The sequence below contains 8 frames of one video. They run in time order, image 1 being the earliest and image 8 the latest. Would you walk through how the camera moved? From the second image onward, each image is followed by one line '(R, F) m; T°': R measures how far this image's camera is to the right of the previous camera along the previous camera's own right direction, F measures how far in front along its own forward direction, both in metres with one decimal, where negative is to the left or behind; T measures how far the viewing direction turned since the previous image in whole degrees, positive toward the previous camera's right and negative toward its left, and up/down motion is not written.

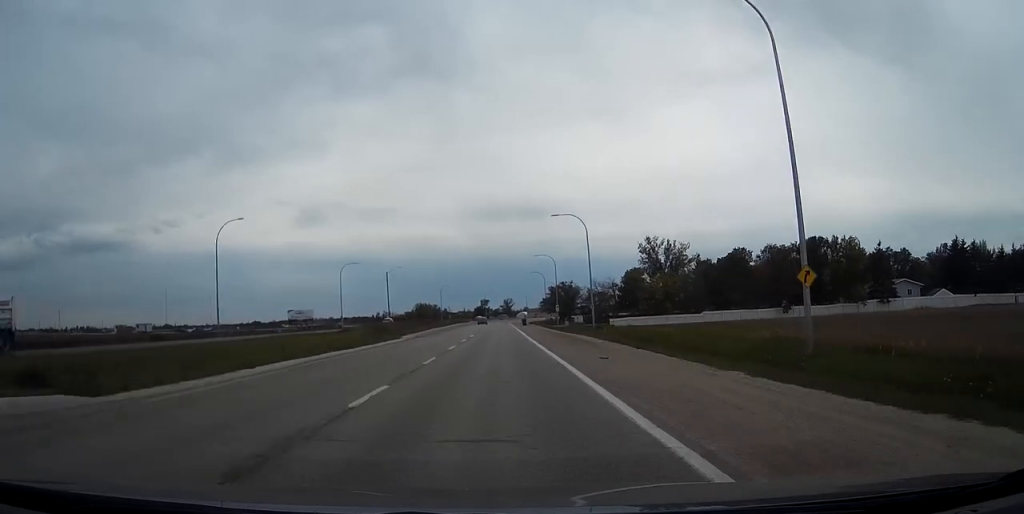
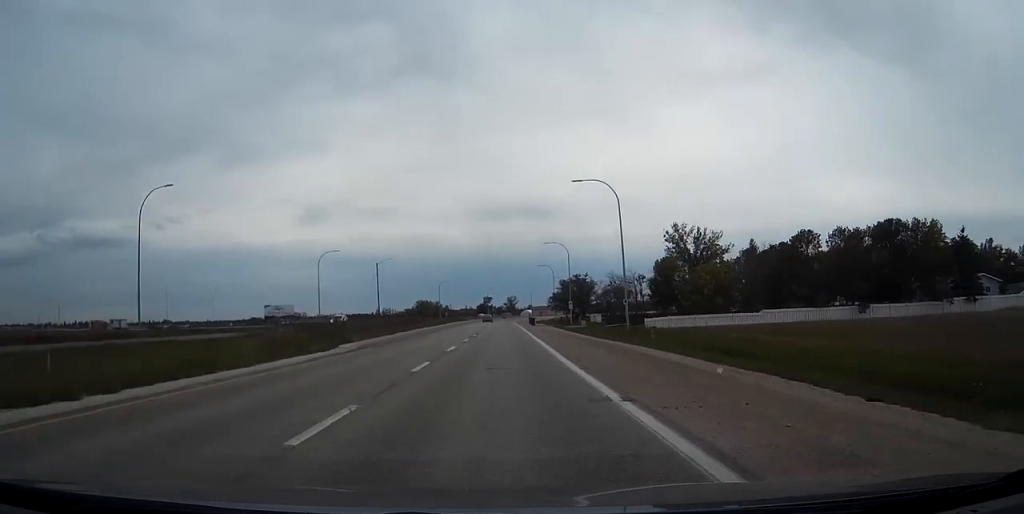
(-0.2, +20.5) m; 0°
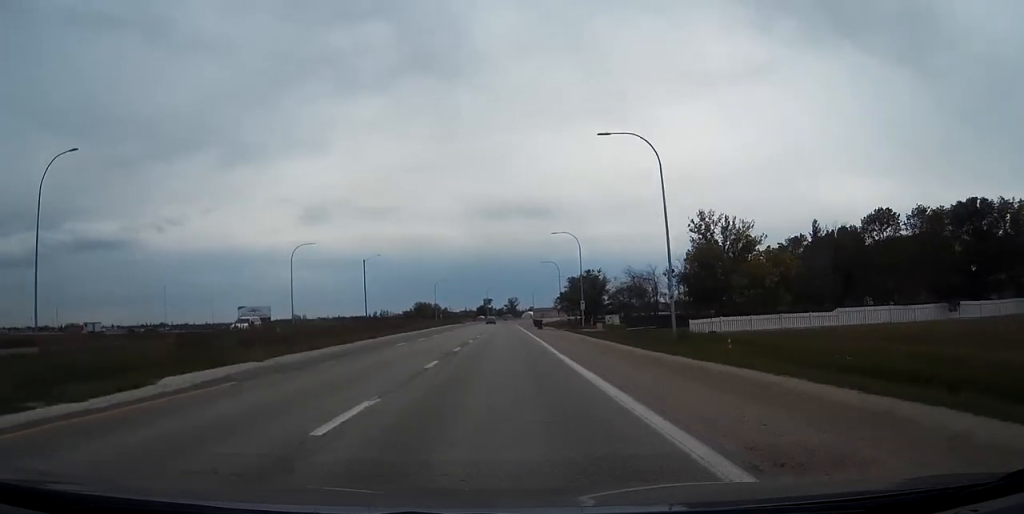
(+0.1, +17.5) m; 0°
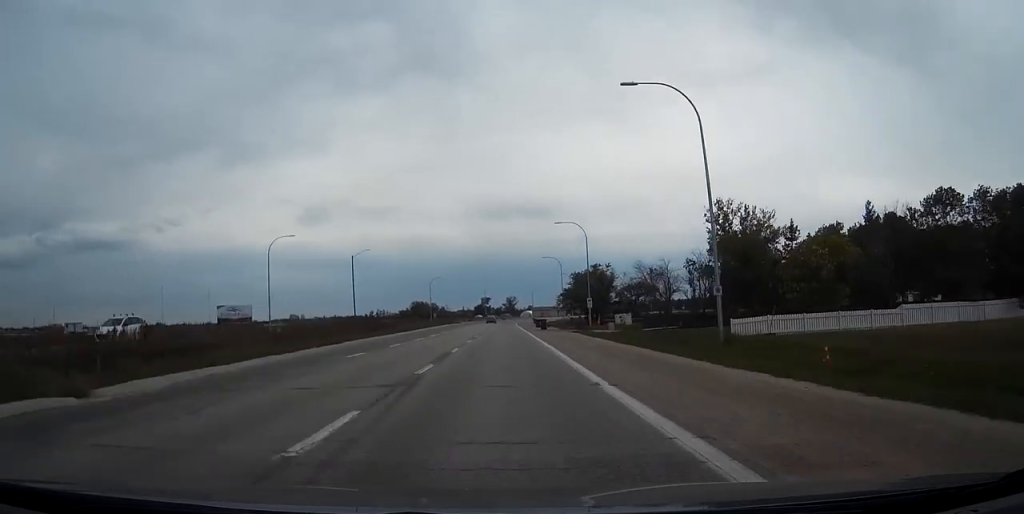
(0.0, +10.8) m; 0°
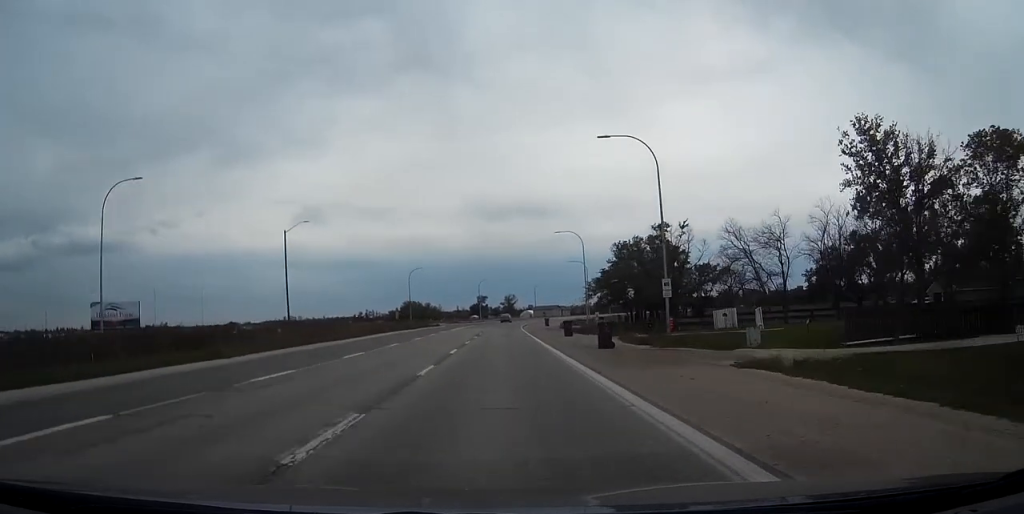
(-0.1, +46.4) m; 0°
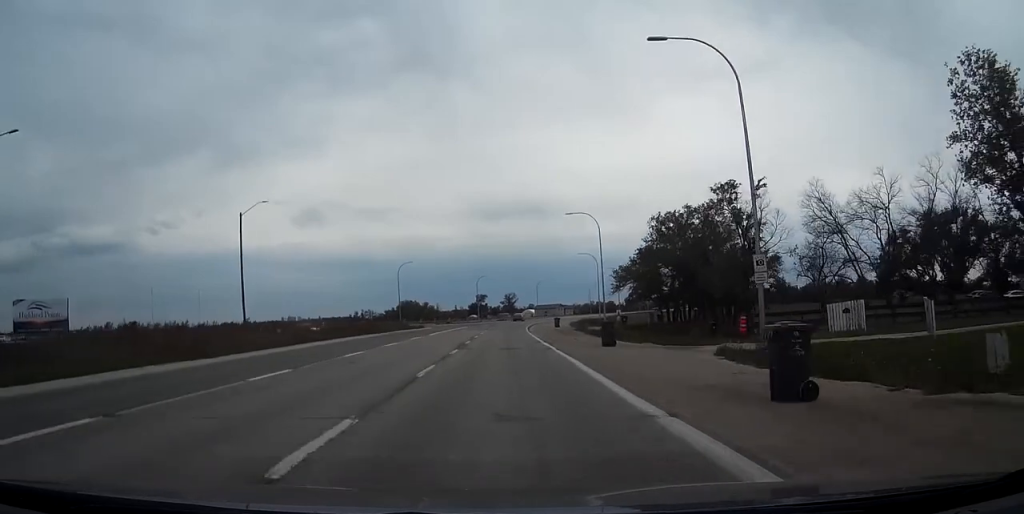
(0.0, +18.7) m; 0°
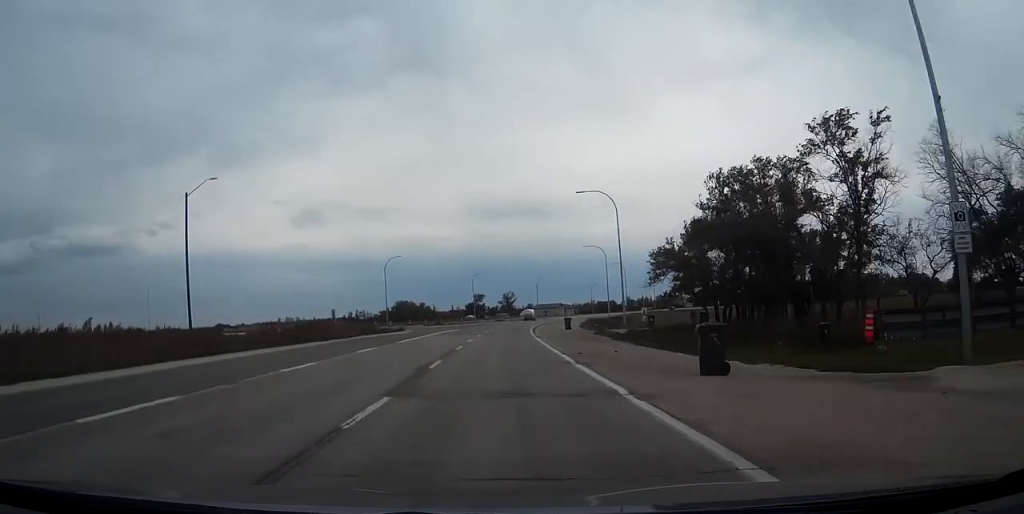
(+0.1, +15.7) m; 0°
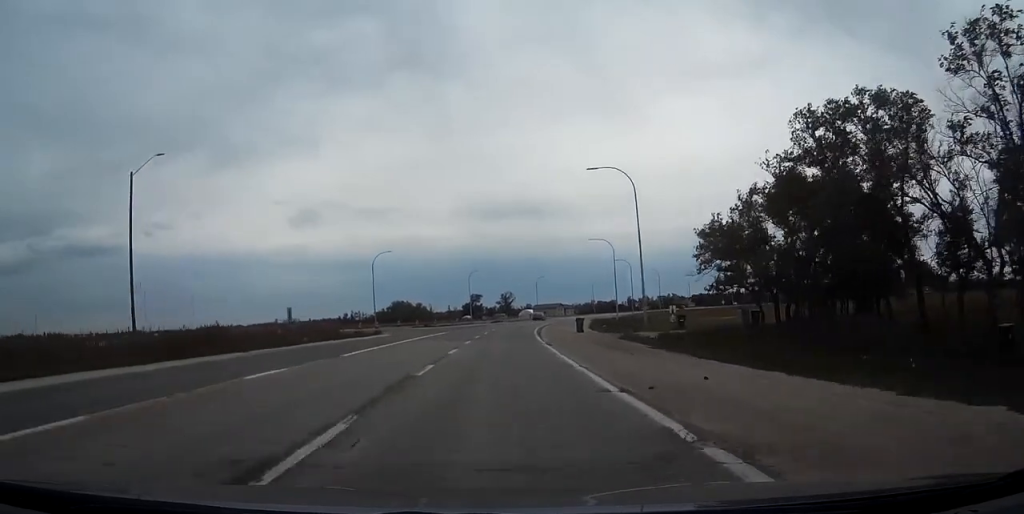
(0.0, +11.8) m; +1°
